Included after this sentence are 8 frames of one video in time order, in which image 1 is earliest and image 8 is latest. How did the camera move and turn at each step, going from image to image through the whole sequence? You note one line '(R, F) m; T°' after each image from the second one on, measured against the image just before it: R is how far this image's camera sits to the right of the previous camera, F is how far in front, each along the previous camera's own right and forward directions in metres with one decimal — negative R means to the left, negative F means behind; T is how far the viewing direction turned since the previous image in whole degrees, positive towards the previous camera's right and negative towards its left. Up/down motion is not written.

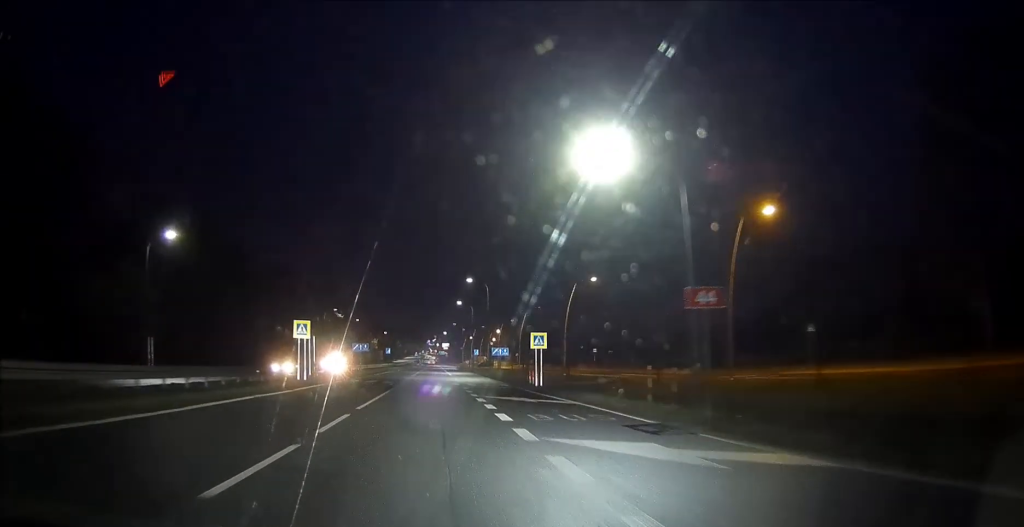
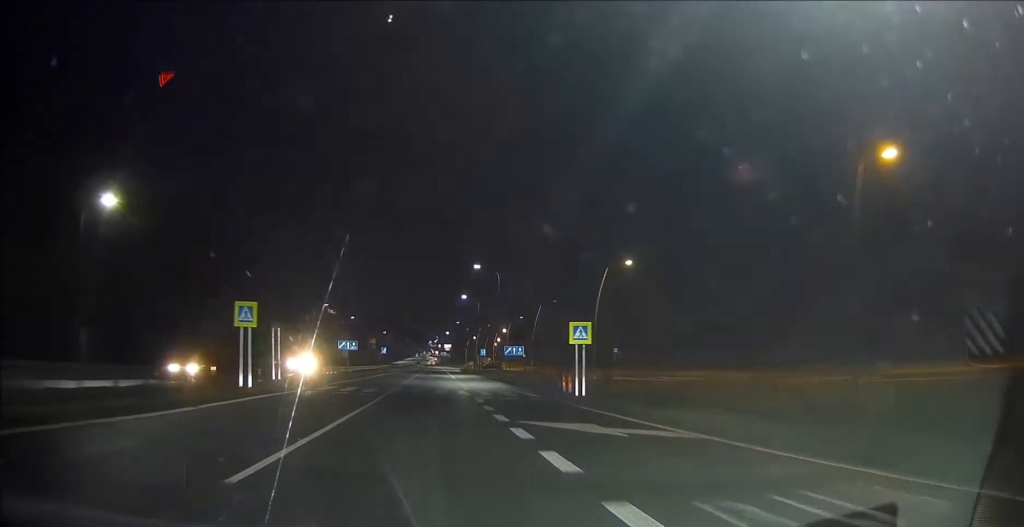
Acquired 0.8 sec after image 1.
(0.0, +11.4) m; 0°
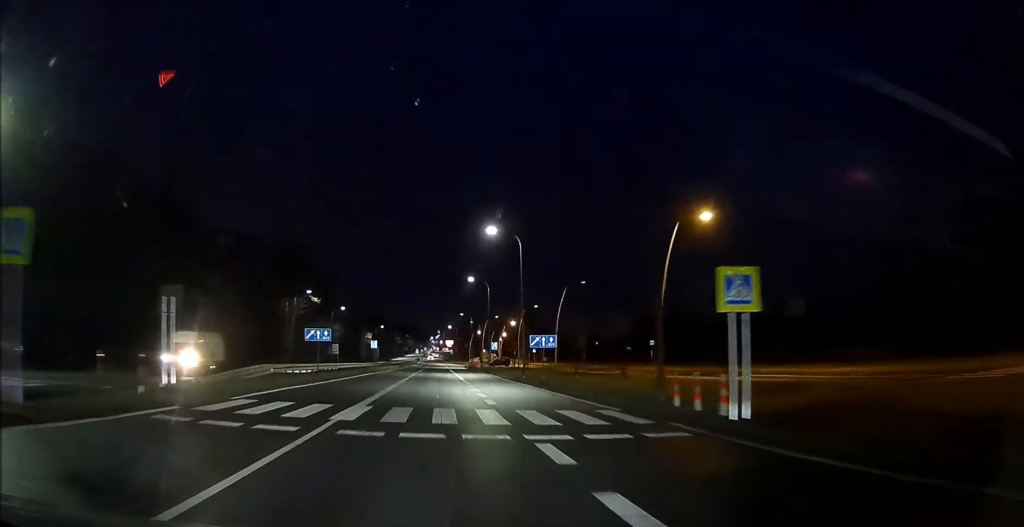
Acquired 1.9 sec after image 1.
(0.0, +15.9) m; 0°
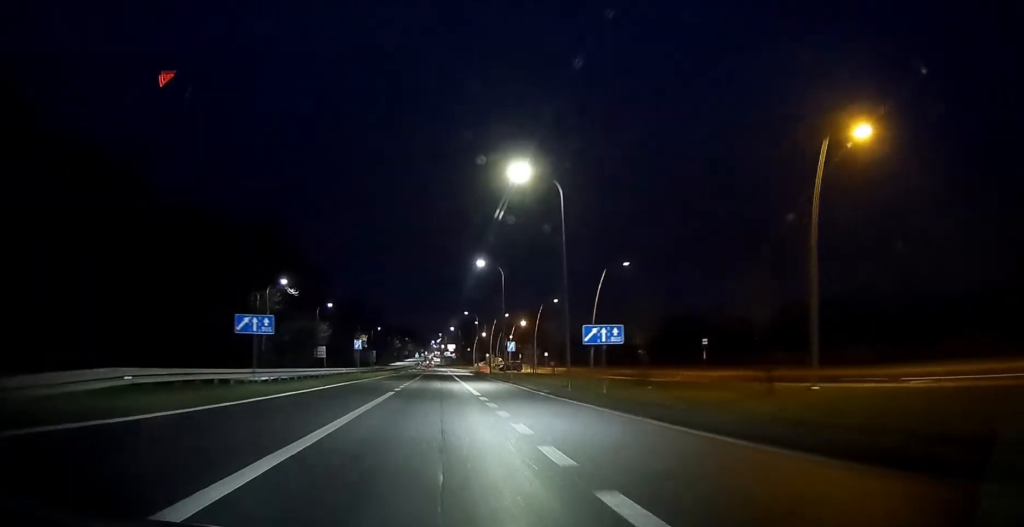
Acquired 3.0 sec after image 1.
(-0.1, +16.2) m; 0°
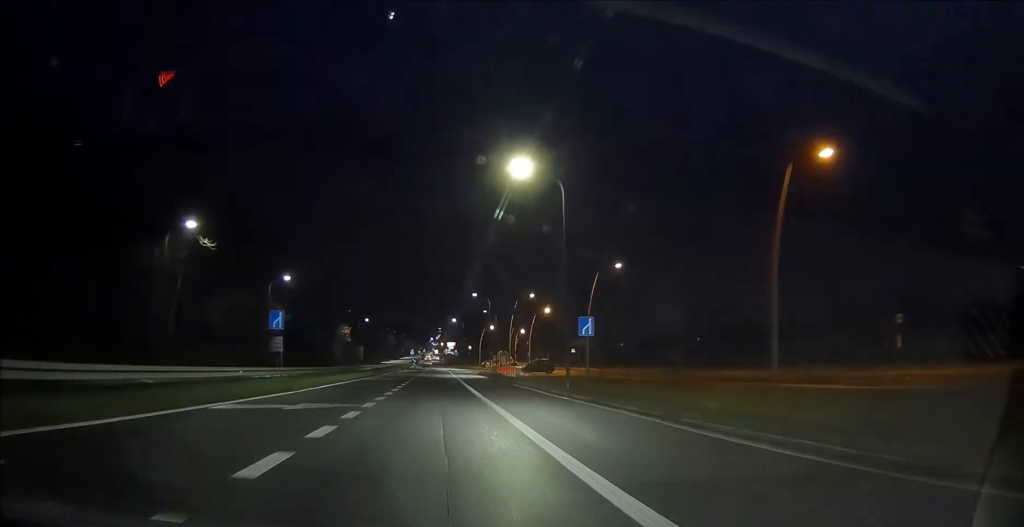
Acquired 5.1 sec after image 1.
(0.0, +30.3) m; 0°
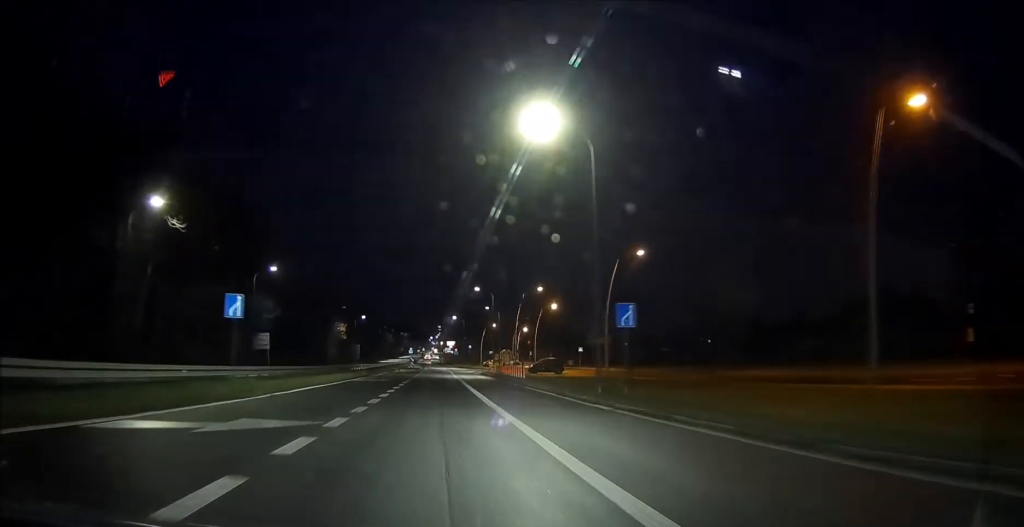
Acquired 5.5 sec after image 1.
(0.0, +6.2) m; 0°
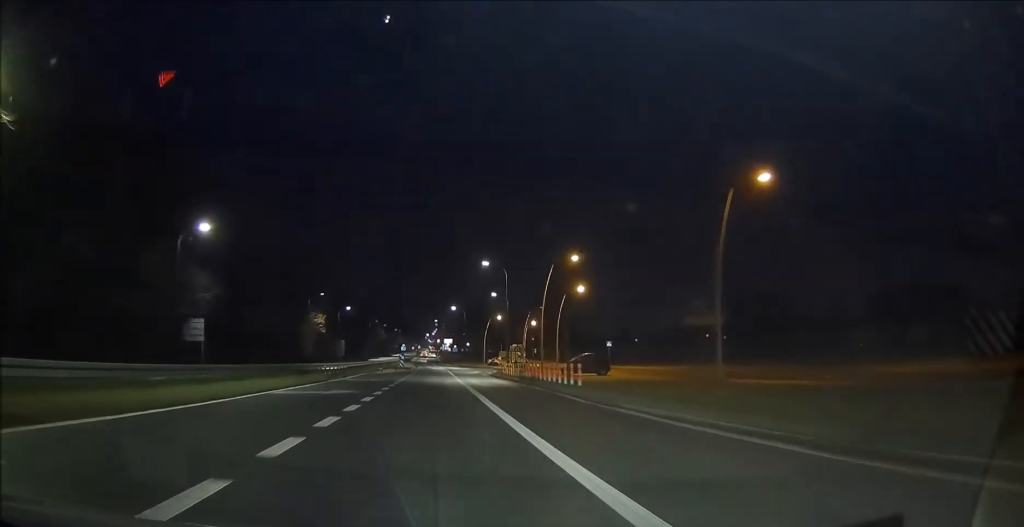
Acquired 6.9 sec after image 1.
(+0.1, +19.9) m; +1°
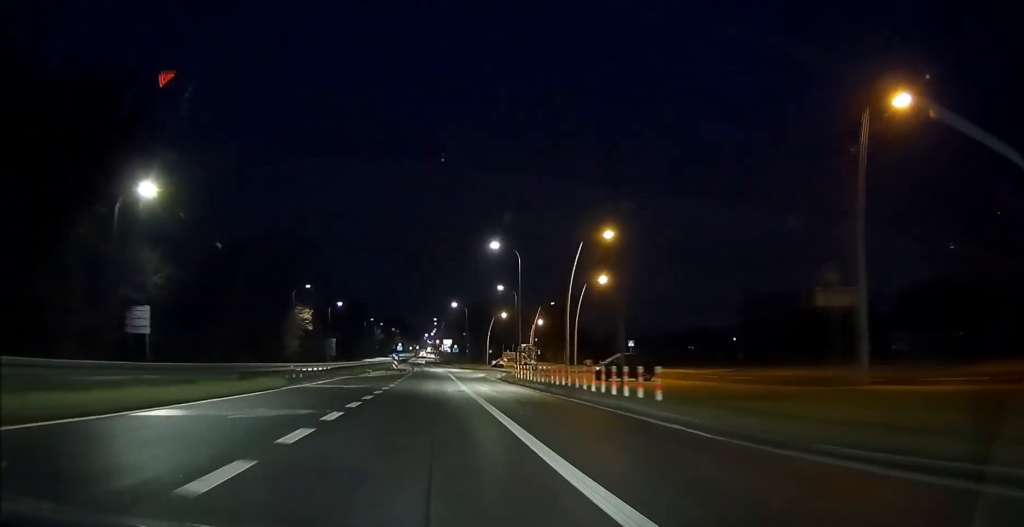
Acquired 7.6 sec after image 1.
(0.0, +10.3) m; 0°
